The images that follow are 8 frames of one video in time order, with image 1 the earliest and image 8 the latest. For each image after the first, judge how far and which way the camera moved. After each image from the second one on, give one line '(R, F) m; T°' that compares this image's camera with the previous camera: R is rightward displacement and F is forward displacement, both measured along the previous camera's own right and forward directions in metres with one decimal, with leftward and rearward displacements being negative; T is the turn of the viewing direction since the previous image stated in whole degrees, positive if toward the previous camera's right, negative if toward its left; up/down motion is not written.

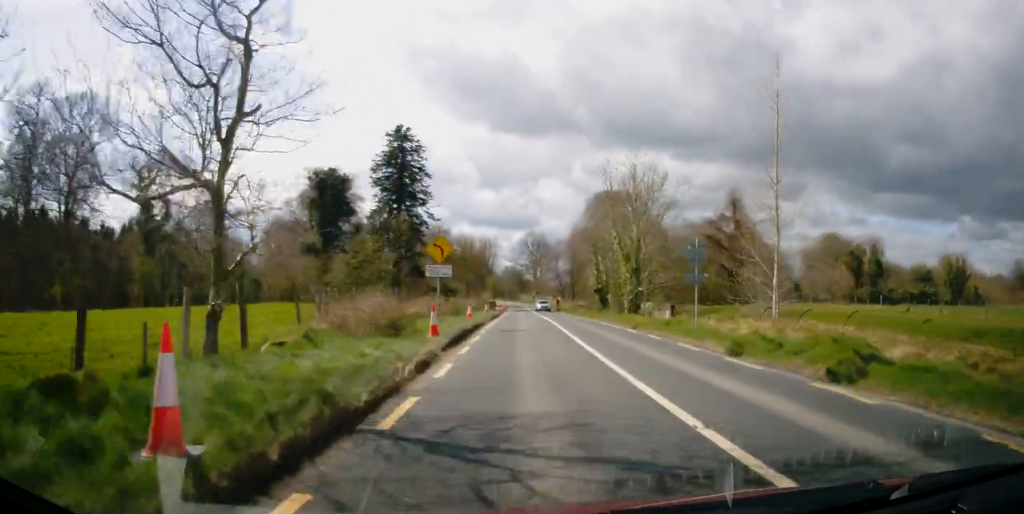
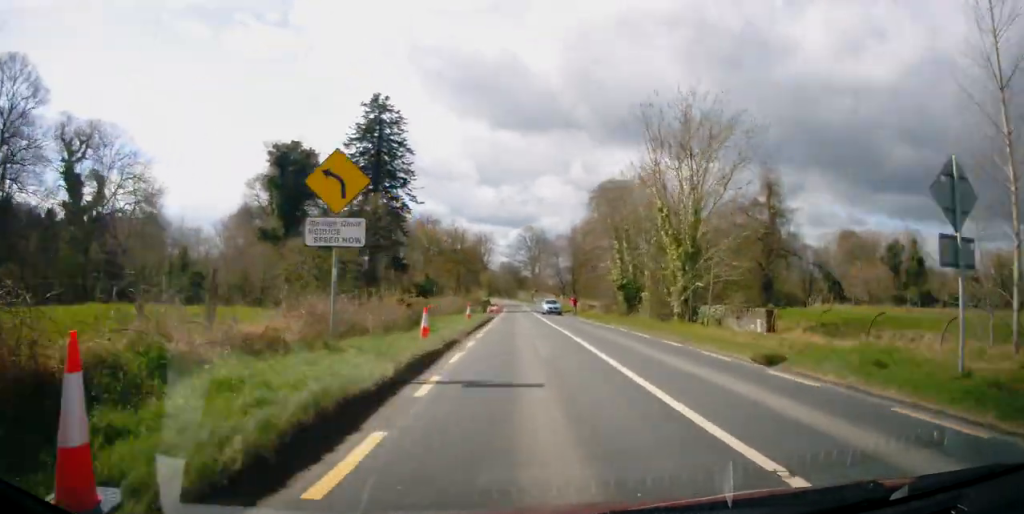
(-0.1, +14.3) m; -1°
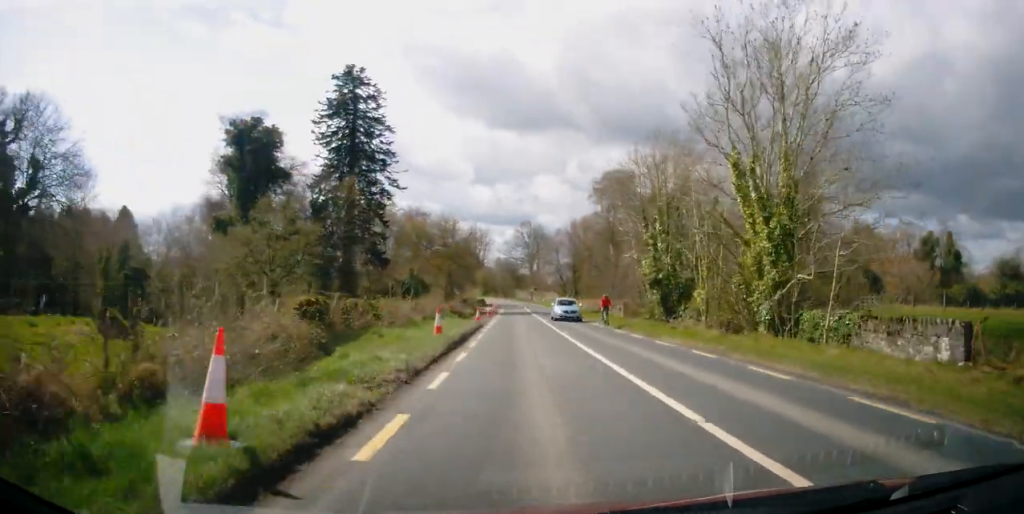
(-0.1, +11.0) m; 0°
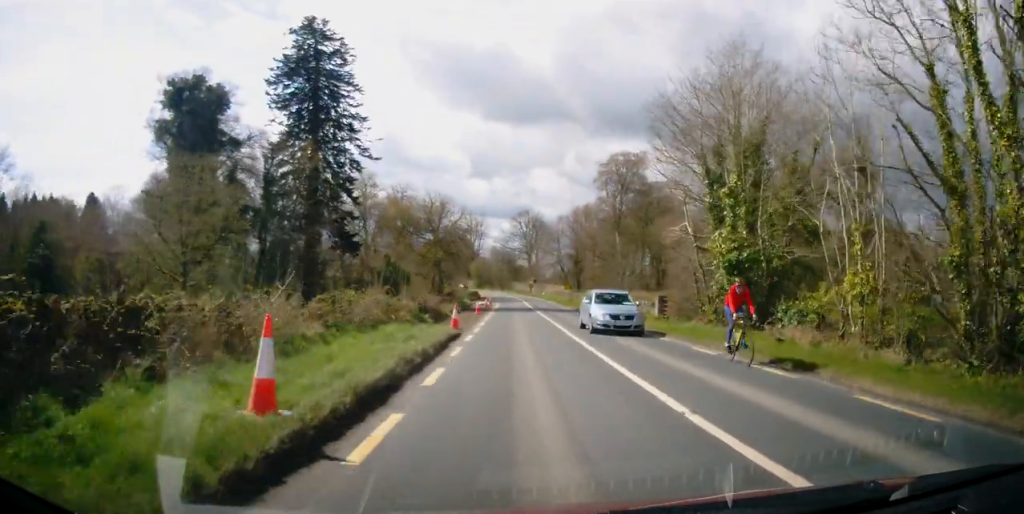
(0.0, +12.3) m; 0°
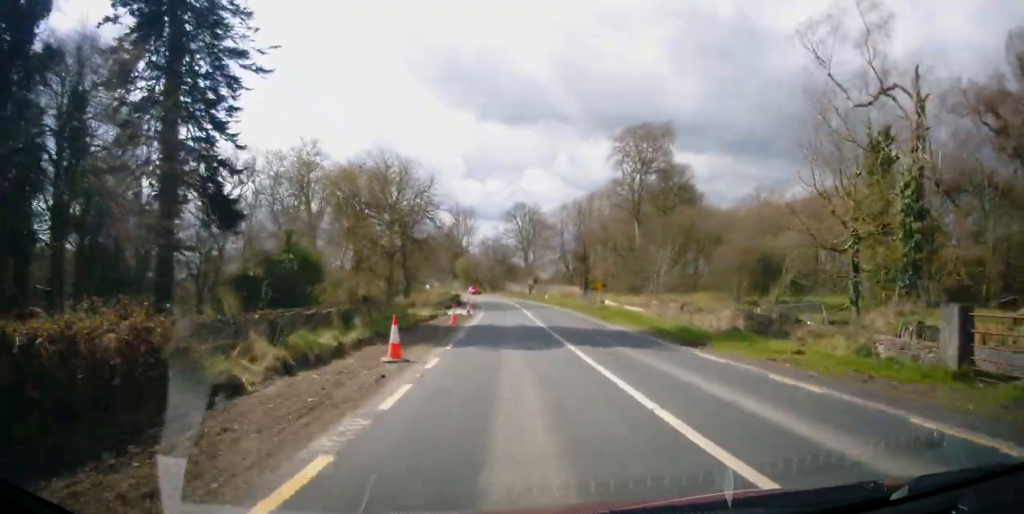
(0.0, +25.8) m; 0°
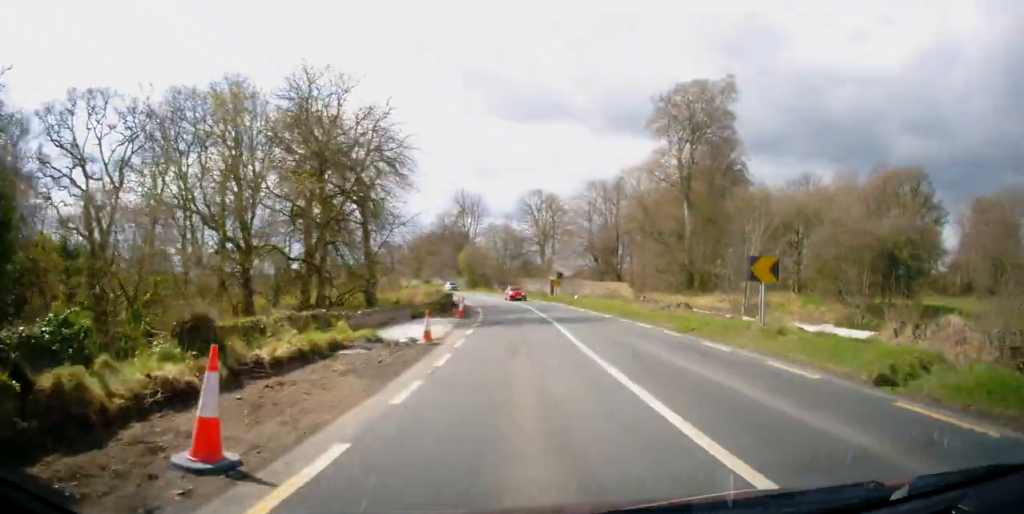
(0.0, +23.7) m; 0°
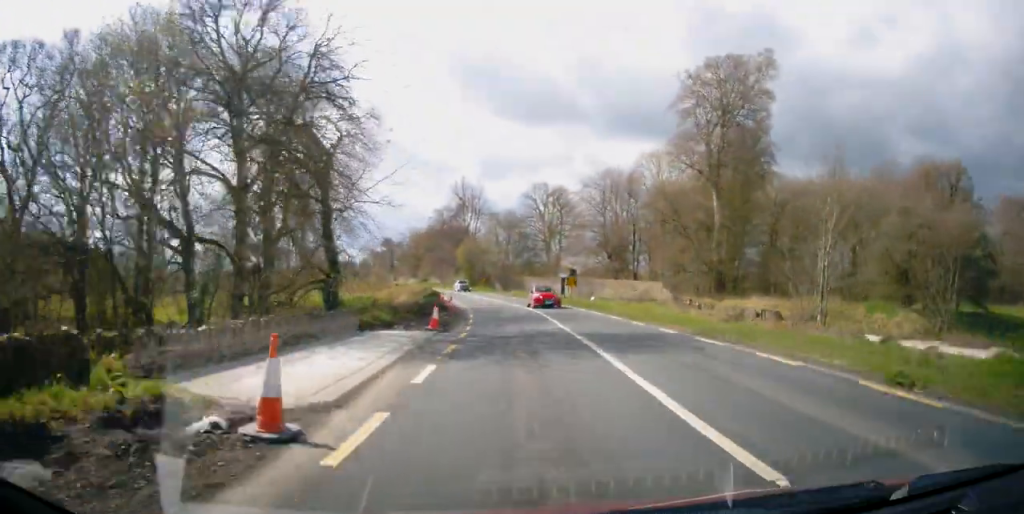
(+0.1, +10.9) m; -1°
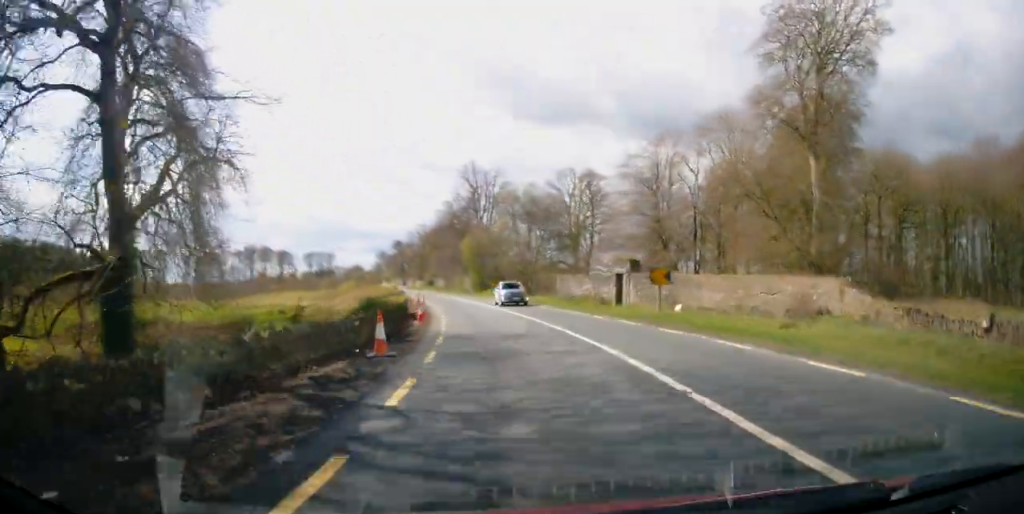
(-0.6, +21.7) m; -8°
